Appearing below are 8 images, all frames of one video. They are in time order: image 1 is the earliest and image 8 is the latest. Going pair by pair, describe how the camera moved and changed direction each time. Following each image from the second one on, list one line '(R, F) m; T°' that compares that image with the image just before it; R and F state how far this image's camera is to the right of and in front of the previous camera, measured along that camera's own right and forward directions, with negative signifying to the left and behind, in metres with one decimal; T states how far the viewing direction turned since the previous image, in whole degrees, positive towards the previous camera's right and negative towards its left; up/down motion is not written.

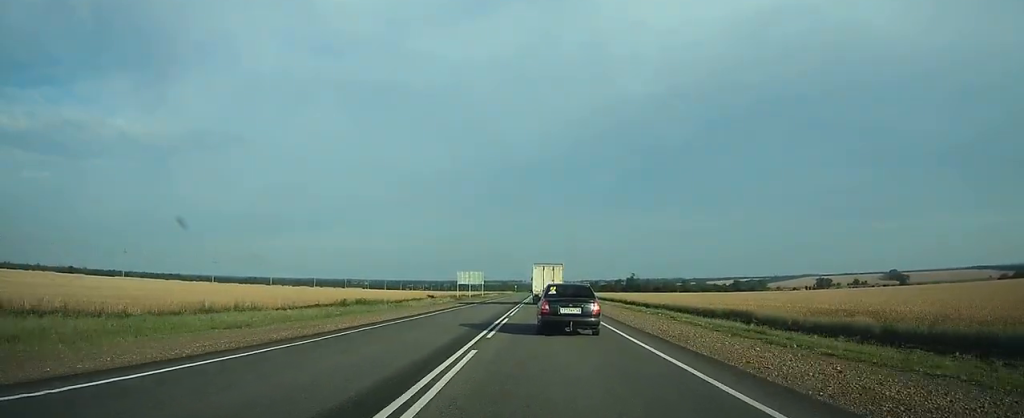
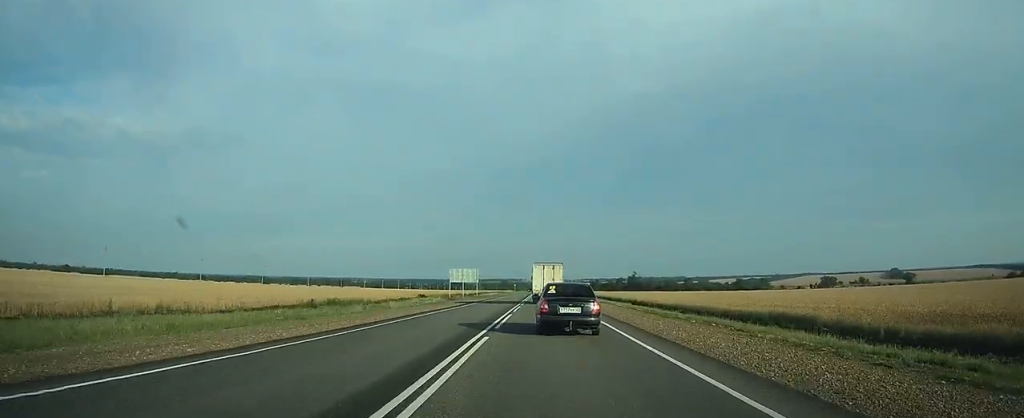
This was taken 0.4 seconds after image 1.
(0.0, +8.3) m; 0°
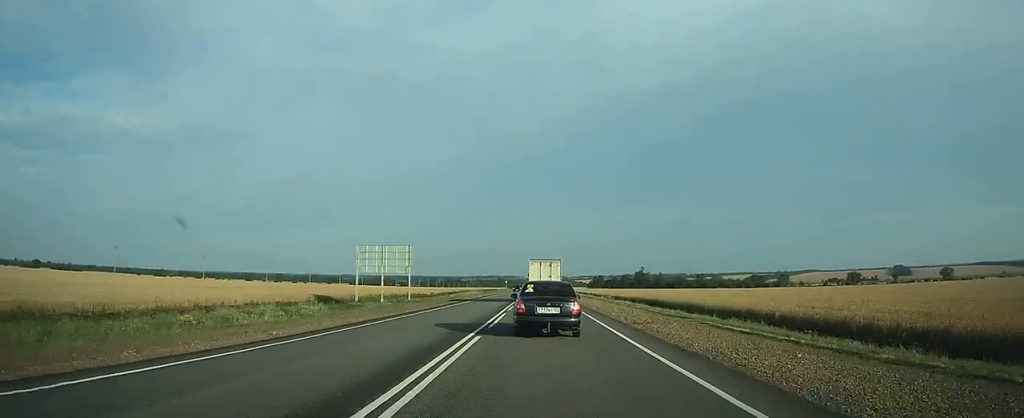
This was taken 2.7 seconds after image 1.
(0.0, +42.3) m; 0°
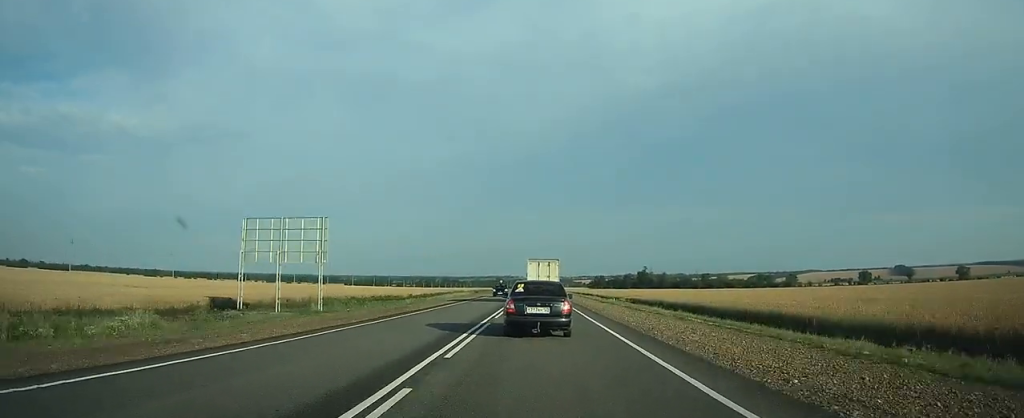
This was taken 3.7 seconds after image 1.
(+0.1, +20.0) m; 0°
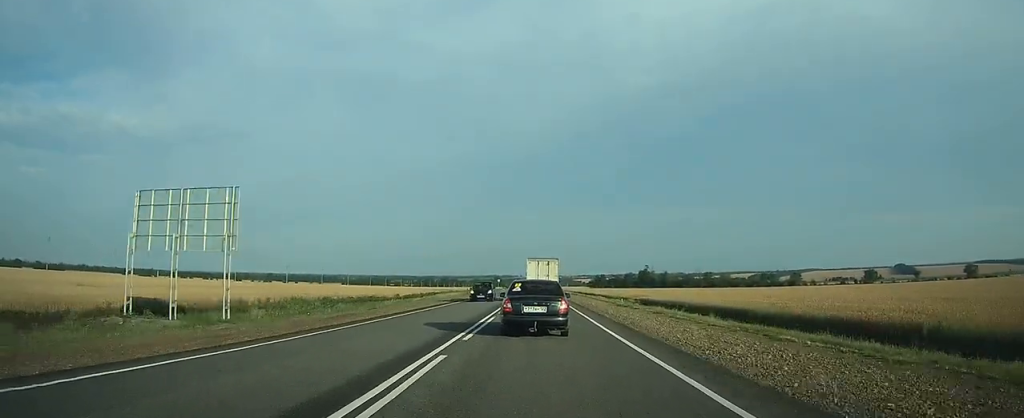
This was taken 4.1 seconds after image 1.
(0.0, +10.2) m; 0°
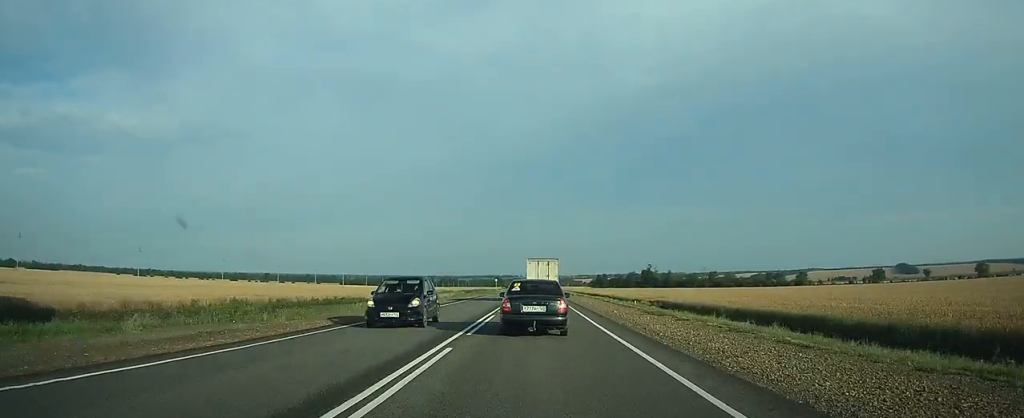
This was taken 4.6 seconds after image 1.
(0.0, +12.6) m; 0°
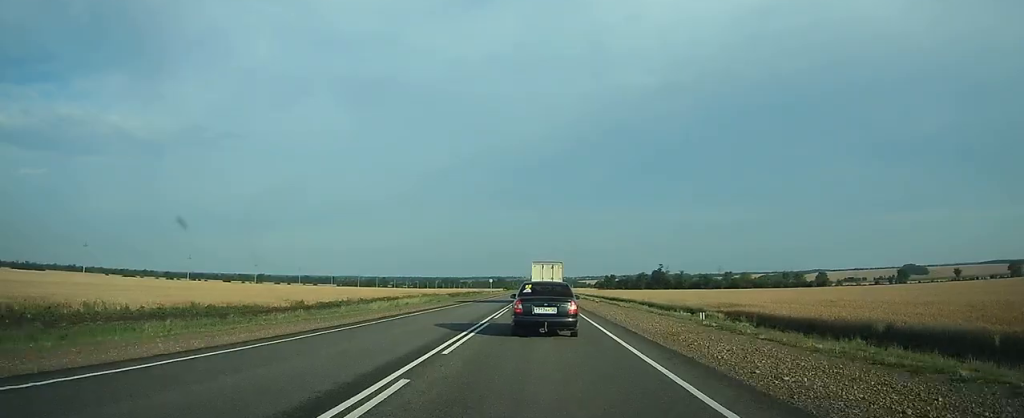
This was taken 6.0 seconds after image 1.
(+0.1, +31.2) m; 0°
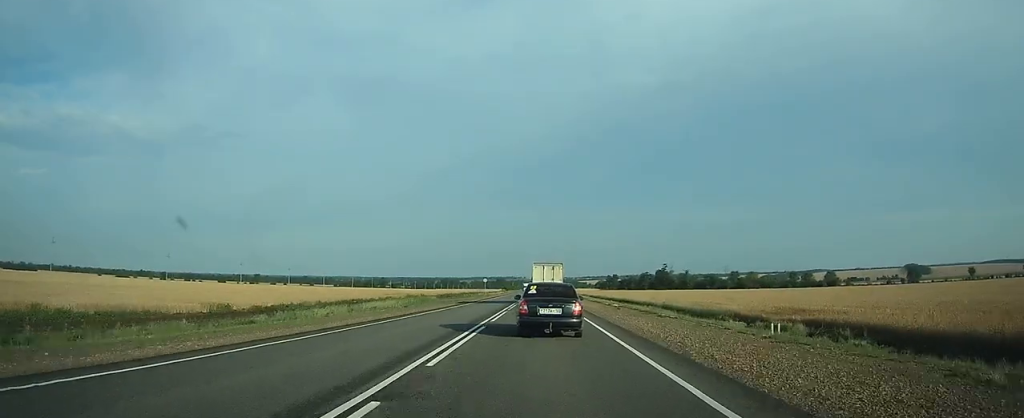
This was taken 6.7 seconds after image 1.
(-0.1, +14.4) m; 0°
